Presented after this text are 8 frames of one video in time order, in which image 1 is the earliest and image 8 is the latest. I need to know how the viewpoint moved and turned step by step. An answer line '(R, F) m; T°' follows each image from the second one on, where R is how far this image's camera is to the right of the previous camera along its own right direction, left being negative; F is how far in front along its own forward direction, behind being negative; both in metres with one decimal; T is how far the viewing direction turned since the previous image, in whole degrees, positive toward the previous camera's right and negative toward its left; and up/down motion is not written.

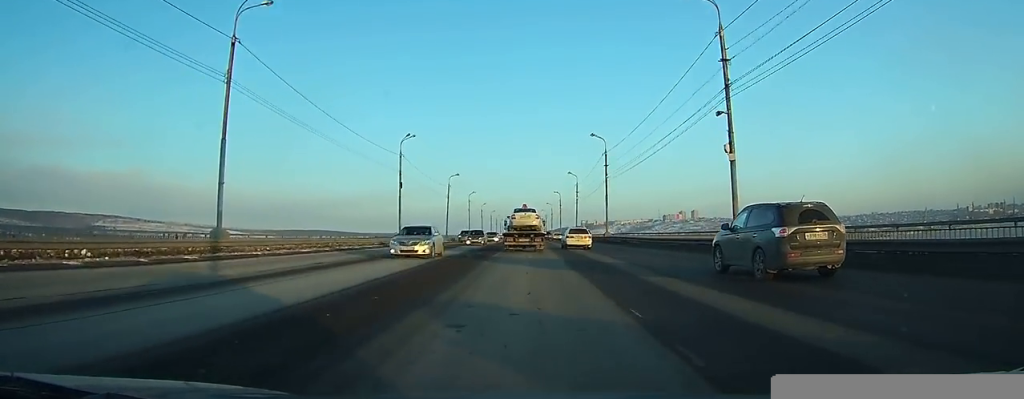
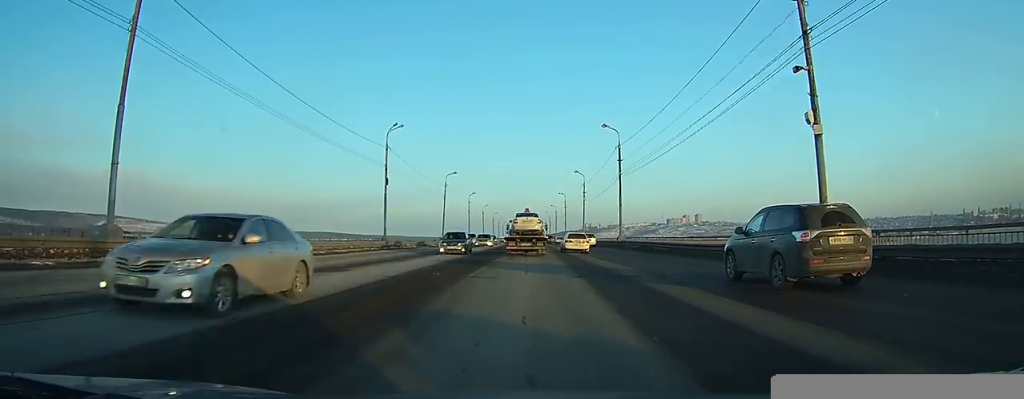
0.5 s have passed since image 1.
(0.0, +8.1) m; 0°
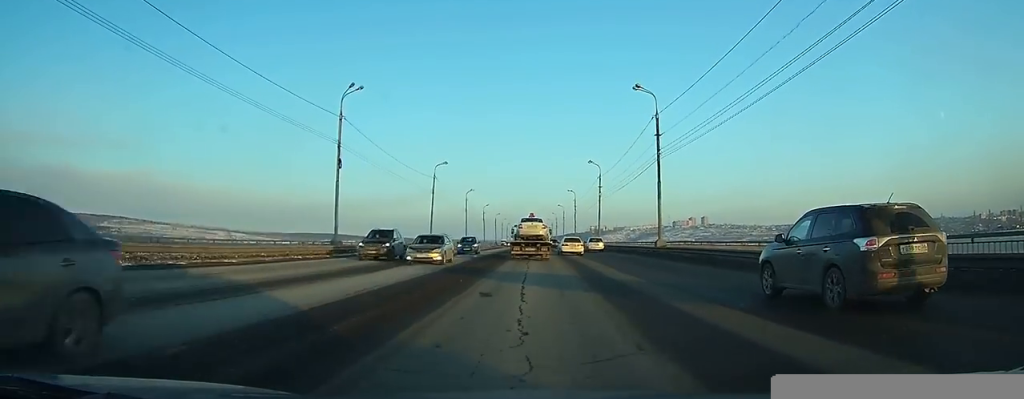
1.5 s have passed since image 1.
(+0.1, +16.4) m; 0°
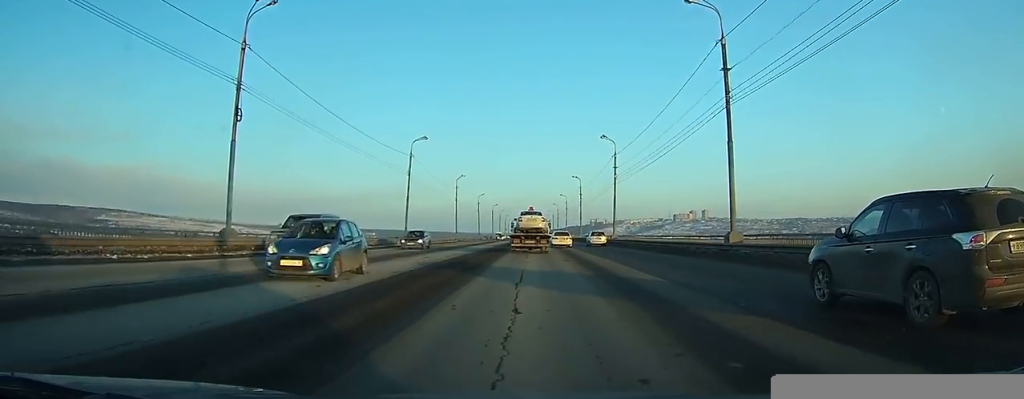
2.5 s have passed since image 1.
(+0.1, +16.1) m; 0°
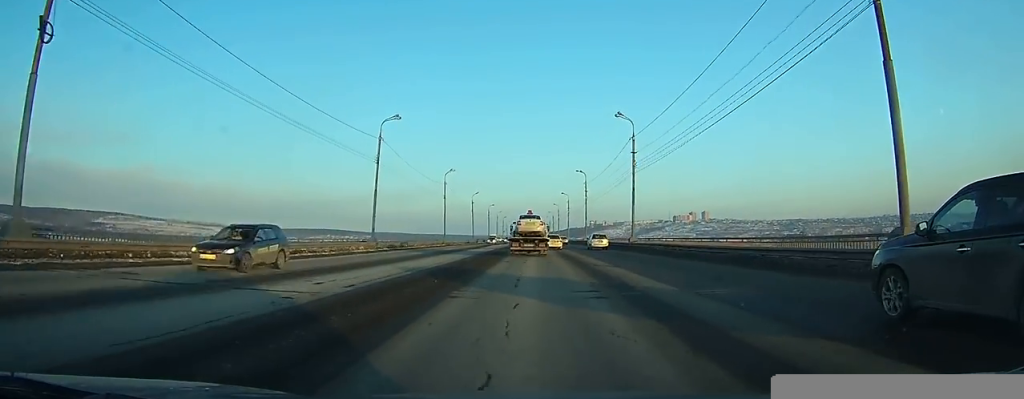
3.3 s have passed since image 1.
(0.0, +13.4) m; 0°
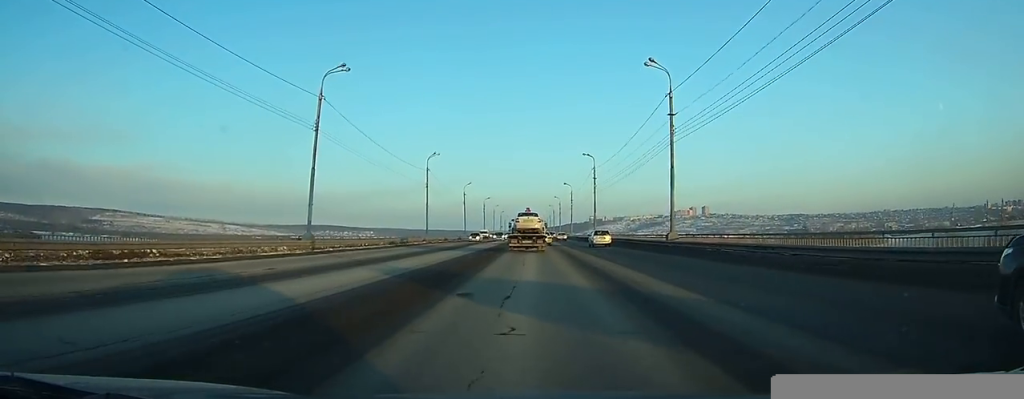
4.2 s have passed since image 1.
(+0.1, +15.8) m; 0°
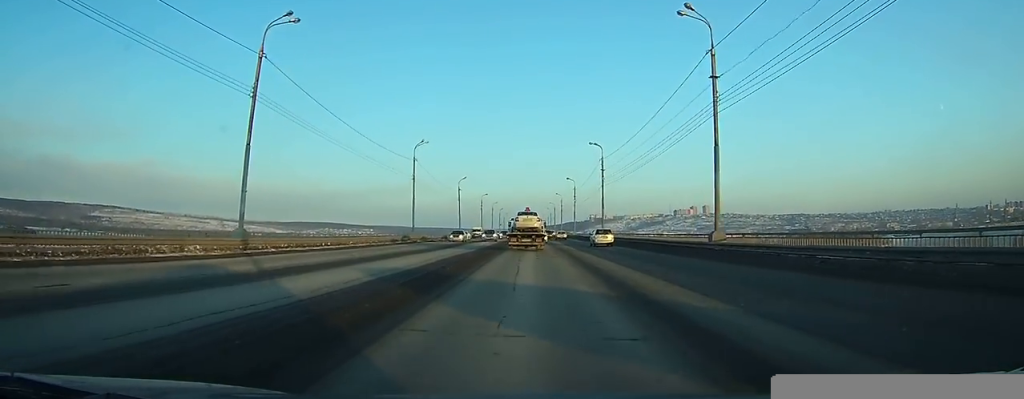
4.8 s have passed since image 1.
(-0.1, +9.6) m; 0°
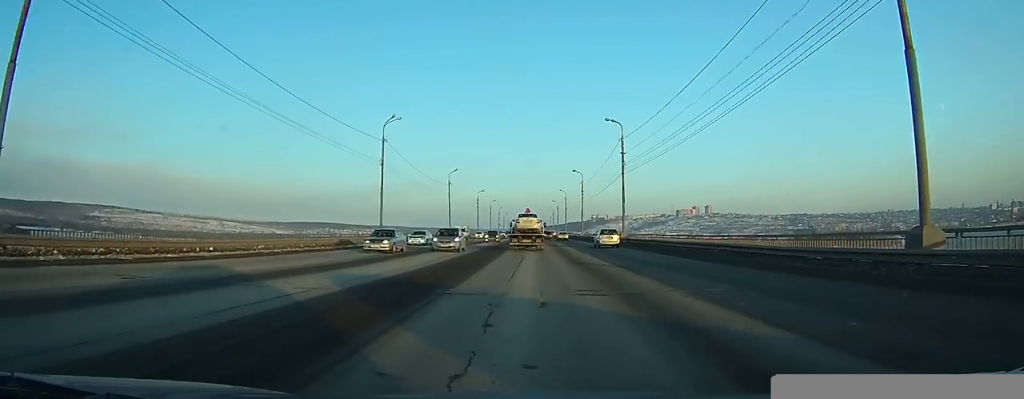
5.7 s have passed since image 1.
(0.0, +16.4) m; 0°
